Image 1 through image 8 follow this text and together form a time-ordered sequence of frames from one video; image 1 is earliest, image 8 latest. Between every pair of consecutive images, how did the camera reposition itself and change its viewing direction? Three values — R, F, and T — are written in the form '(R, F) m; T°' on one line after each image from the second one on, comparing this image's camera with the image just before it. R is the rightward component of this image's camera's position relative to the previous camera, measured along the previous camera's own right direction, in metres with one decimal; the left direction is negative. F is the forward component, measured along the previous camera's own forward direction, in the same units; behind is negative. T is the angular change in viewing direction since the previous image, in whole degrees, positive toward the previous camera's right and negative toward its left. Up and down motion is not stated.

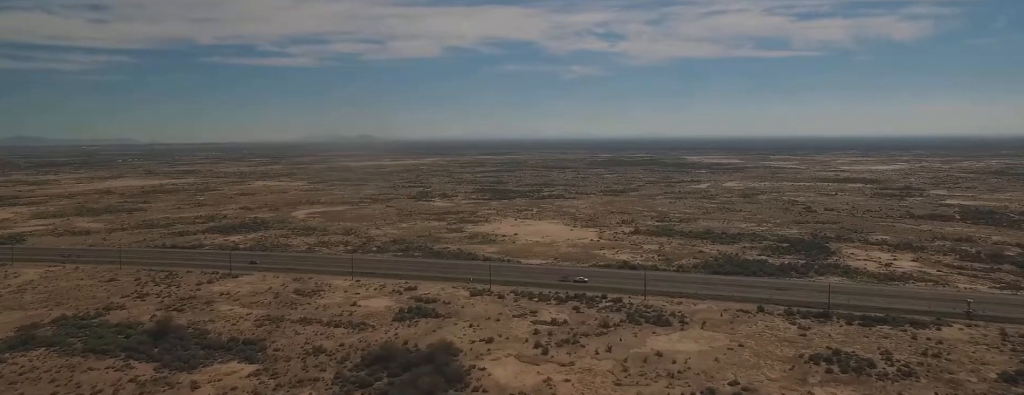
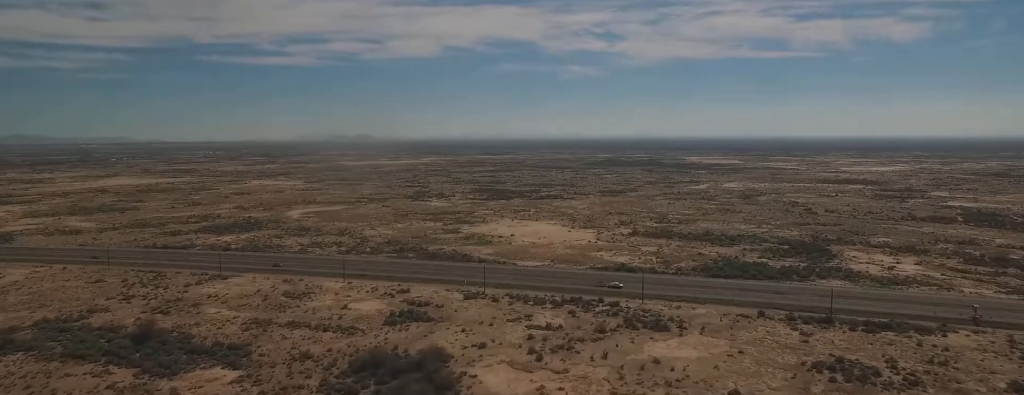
(0.0, +9.5) m; 0°
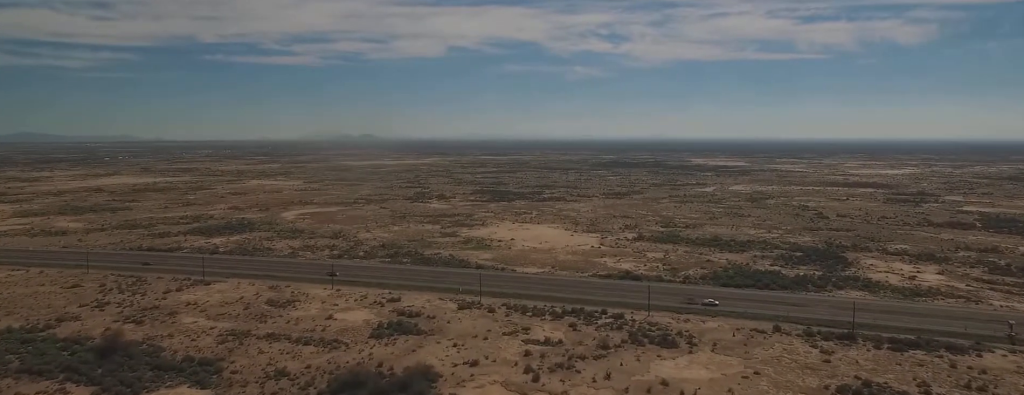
(-0.1, +20.2) m; -1°
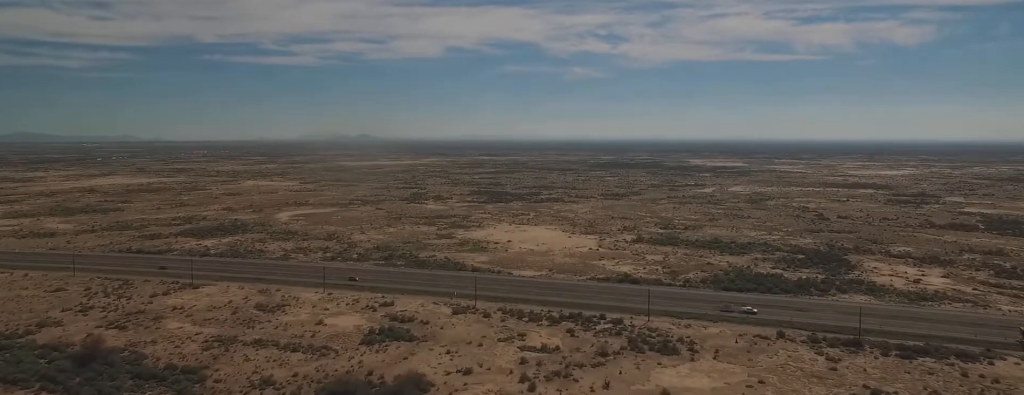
(0.0, +7.5) m; 0°
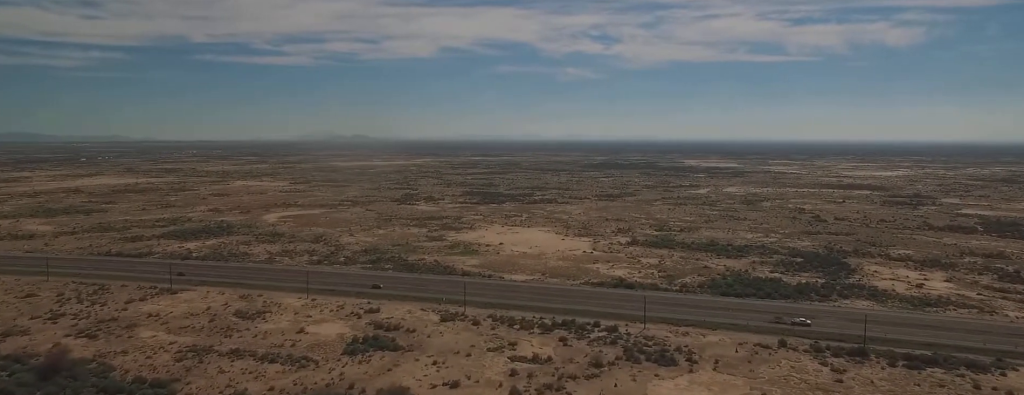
(-0.1, +10.2) m; -1°
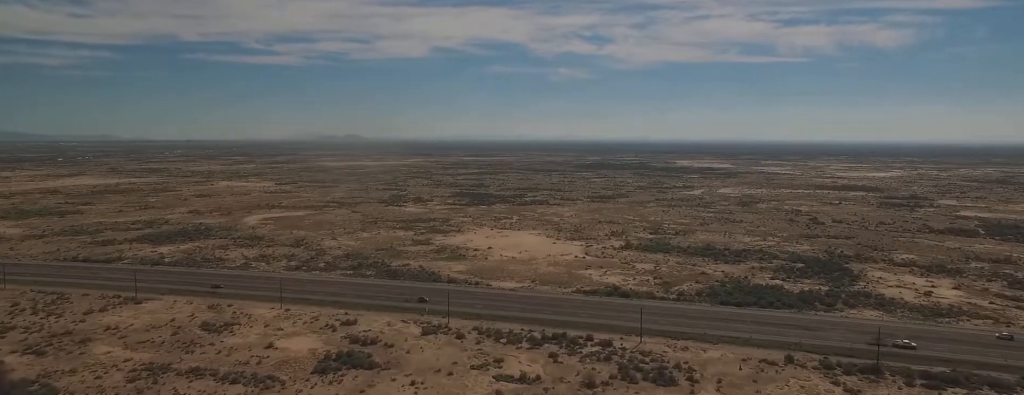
(-0.2, +16.0) m; -1°
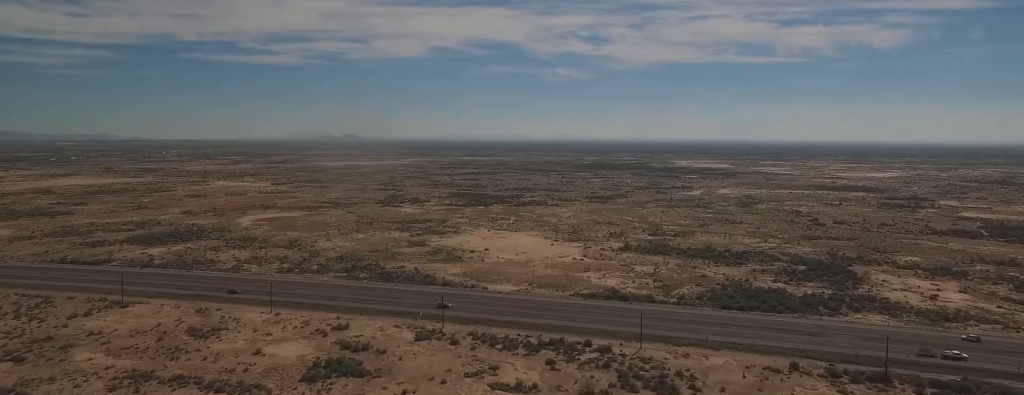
(0.0, +6.3) m; 0°
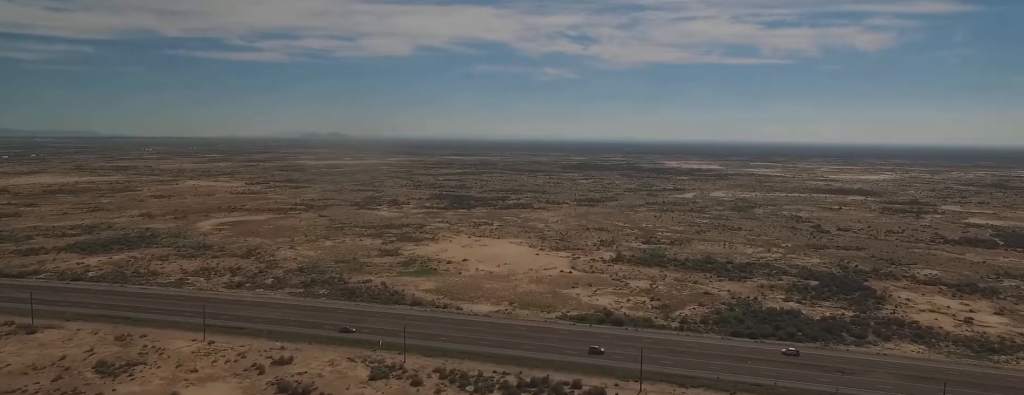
(-0.8, +33.6) m; -3°
